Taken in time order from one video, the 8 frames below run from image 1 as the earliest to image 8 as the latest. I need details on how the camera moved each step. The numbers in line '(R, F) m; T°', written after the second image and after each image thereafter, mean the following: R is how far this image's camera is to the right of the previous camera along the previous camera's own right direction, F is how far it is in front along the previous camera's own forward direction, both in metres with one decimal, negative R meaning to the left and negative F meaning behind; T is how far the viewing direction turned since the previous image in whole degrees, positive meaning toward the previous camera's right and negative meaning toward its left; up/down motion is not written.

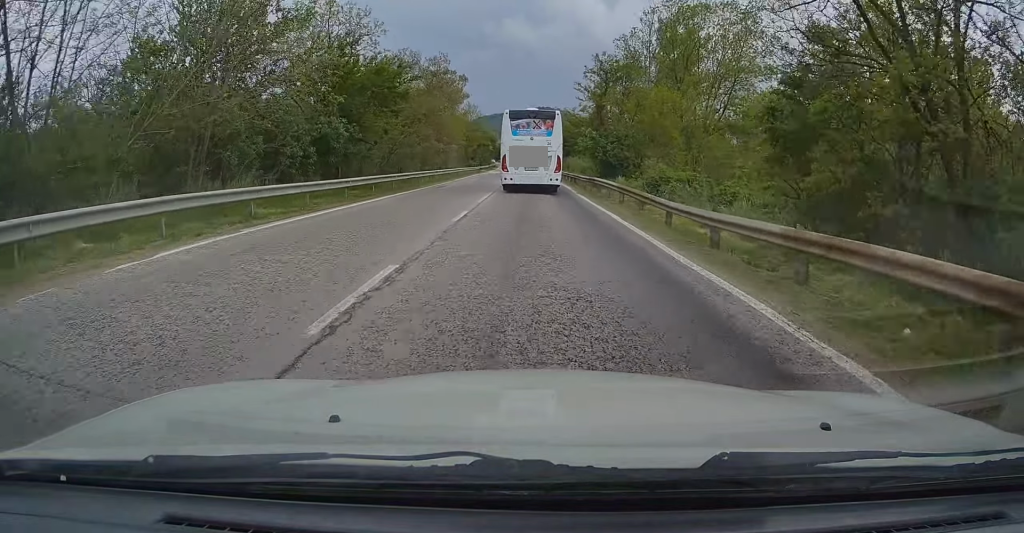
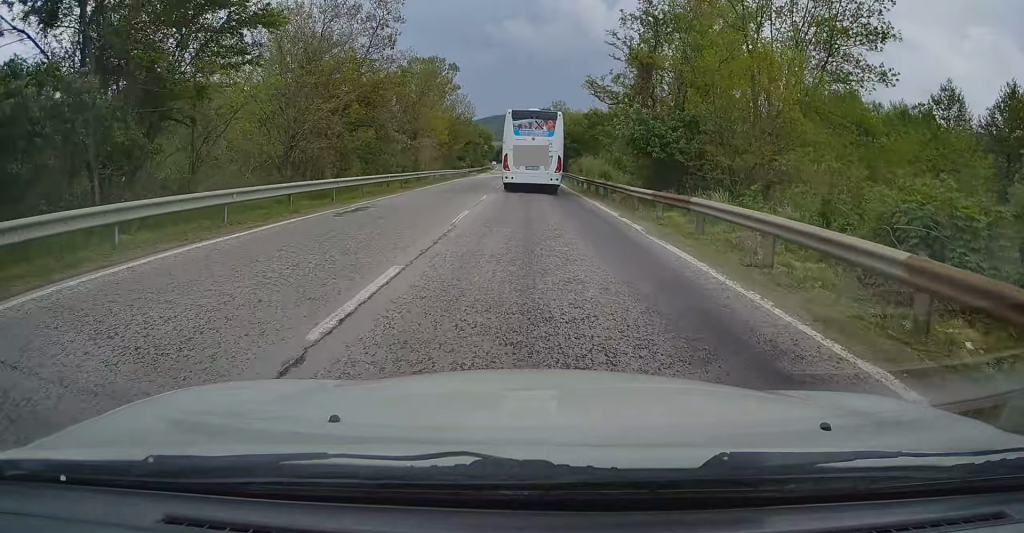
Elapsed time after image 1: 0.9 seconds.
(-0.4, +17.8) m; 0°
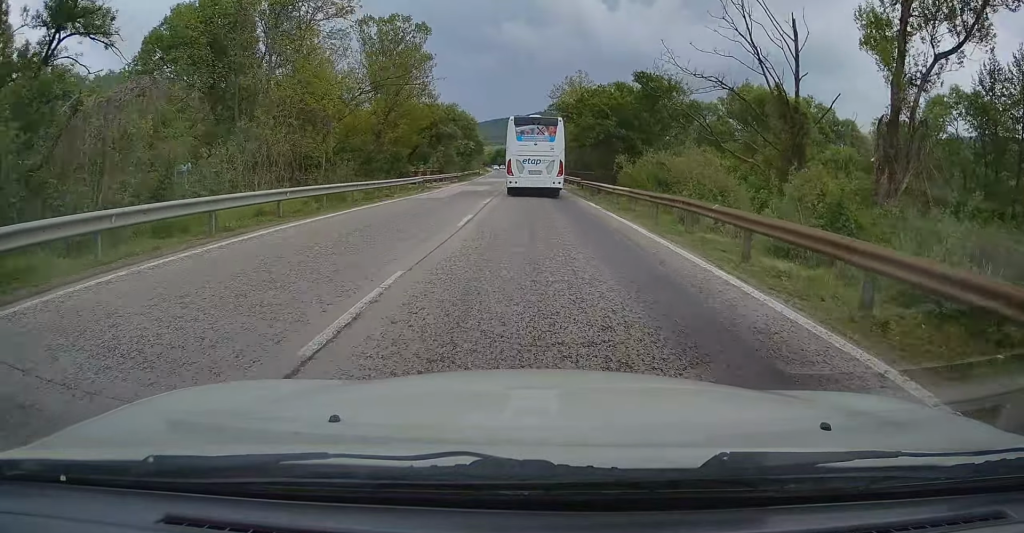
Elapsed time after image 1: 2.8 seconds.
(+0.8, +36.4) m; +1°
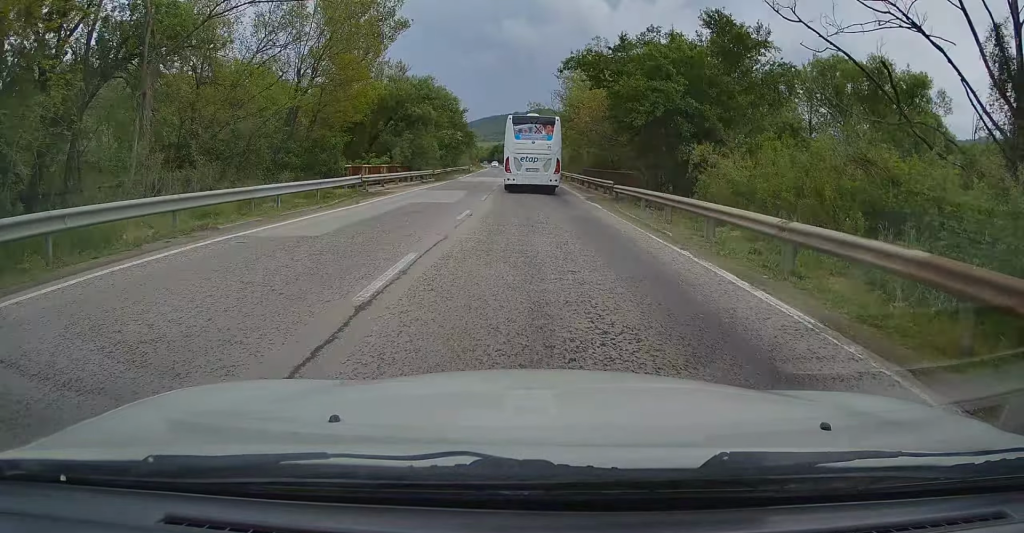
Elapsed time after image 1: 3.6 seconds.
(-0.3, +16.7) m; -1°
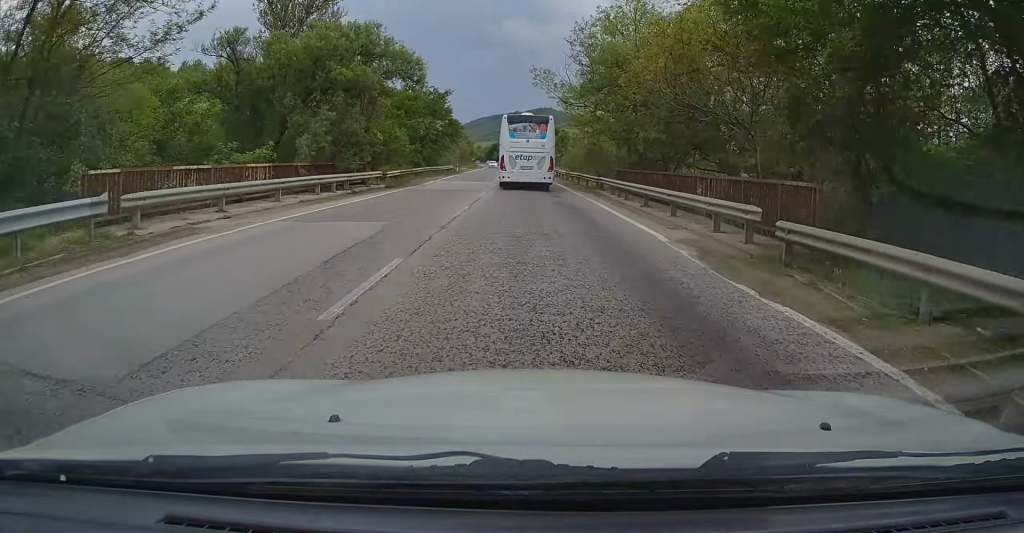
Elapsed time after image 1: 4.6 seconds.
(-0.2, +17.9) m; 0°
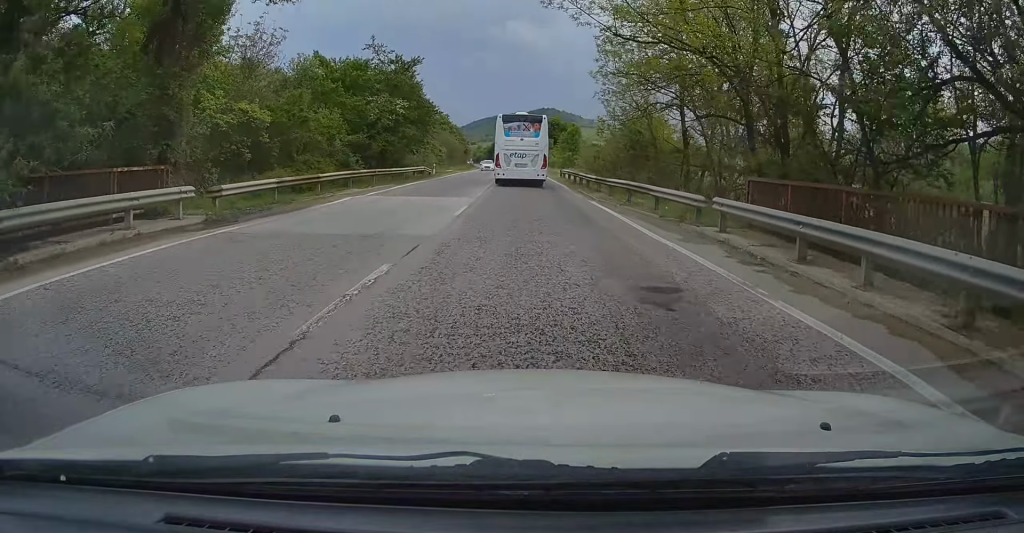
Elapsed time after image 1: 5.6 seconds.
(+0.3, +19.2) m; +1°
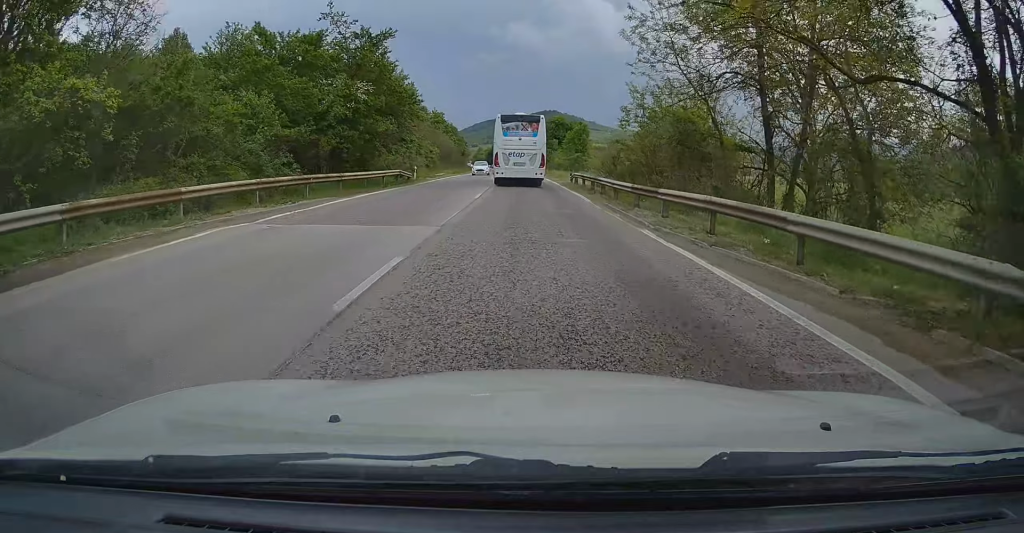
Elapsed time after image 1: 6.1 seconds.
(+0.2, +9.5) m; 0°
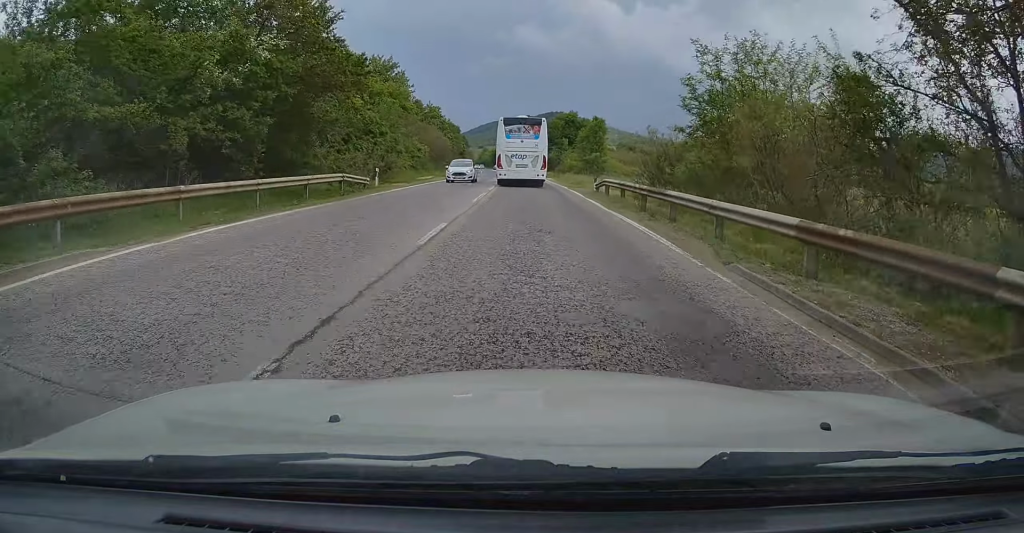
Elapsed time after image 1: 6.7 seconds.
(-0.3, +11.9) m; -1°
